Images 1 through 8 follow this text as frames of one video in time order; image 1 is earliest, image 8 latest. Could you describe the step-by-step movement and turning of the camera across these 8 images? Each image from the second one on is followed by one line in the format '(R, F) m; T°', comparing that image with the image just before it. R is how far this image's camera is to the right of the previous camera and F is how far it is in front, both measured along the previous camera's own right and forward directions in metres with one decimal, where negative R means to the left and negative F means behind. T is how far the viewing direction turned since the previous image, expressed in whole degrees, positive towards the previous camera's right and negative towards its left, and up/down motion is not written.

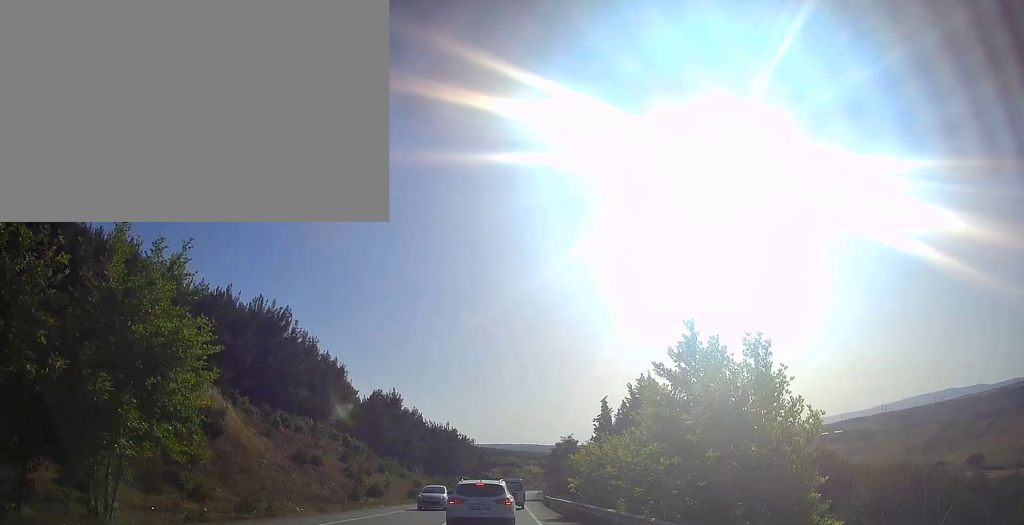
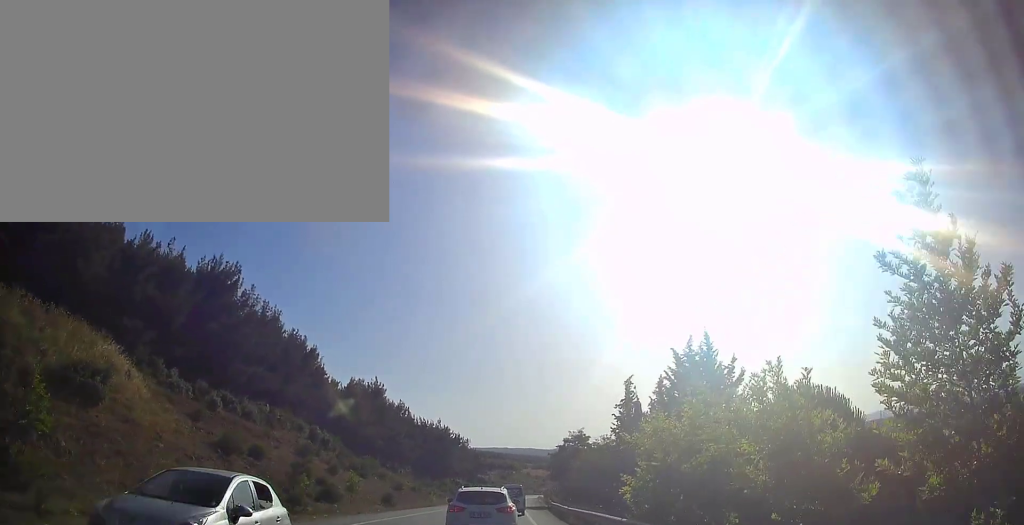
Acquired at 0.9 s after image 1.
(0.0, +14.1) m; 0°
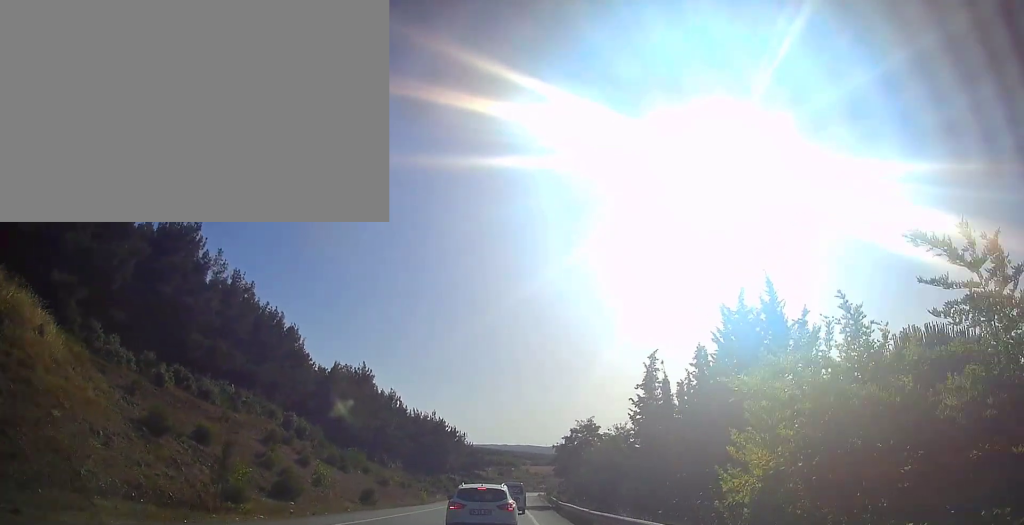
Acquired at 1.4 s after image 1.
(+0.1, +9.1) m; 0°
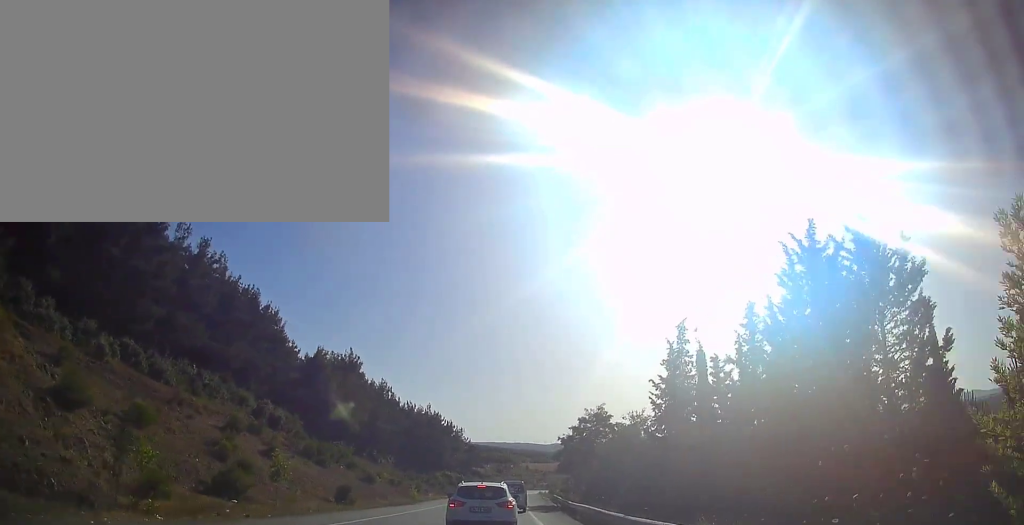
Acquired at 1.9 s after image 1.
(0.0, +7.4) m; 0°
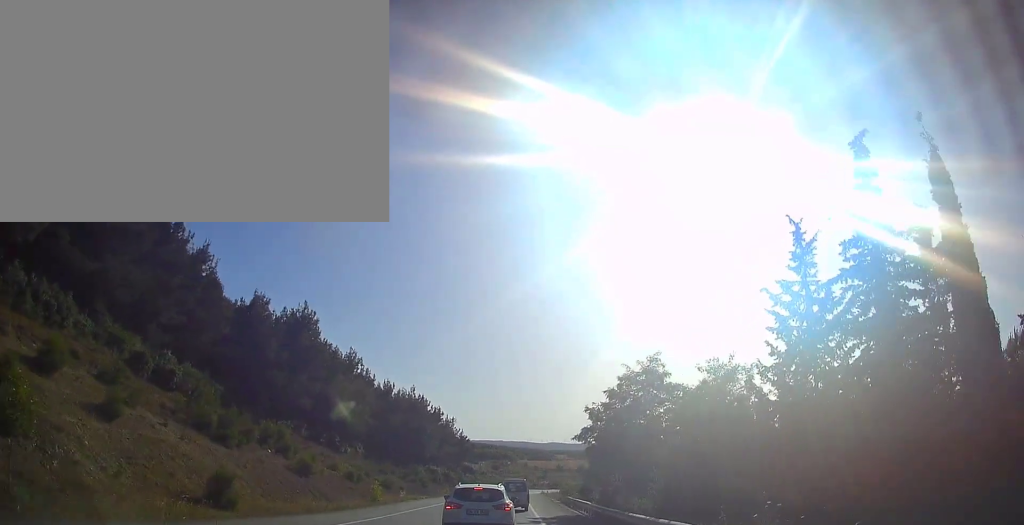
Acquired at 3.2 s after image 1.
(+0.1, +19.9) m; +1°
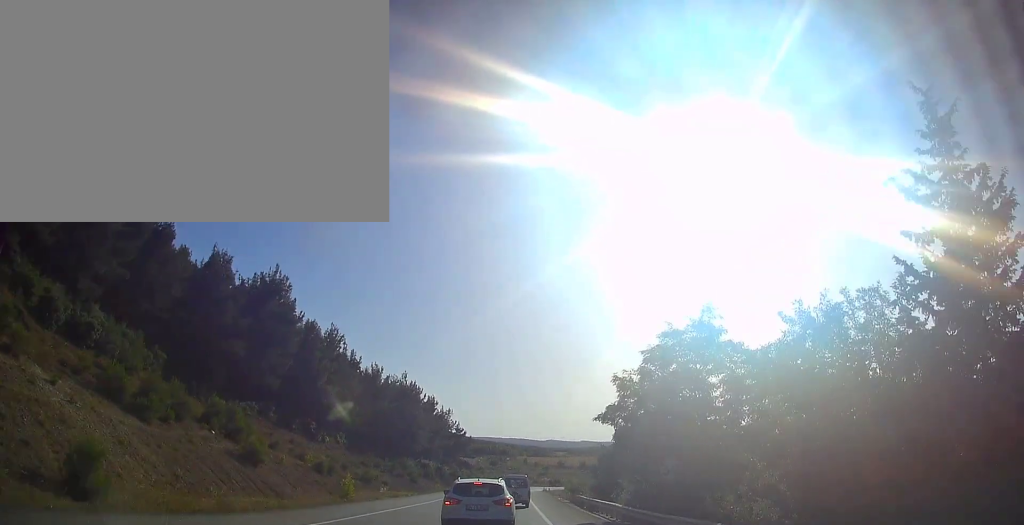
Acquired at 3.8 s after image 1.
(+0.1, +9.2) m; 0°
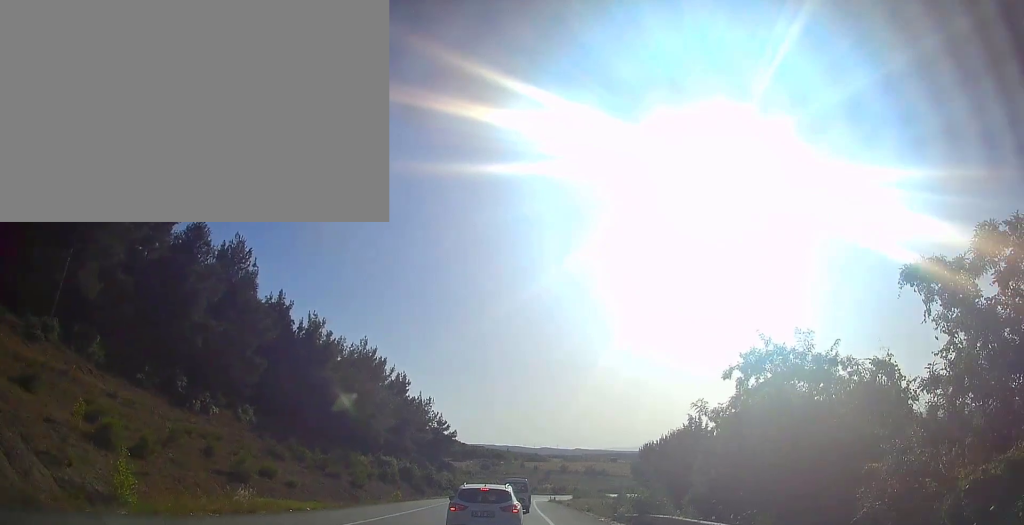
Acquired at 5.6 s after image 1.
(-0.1, +26.9) m; 0°
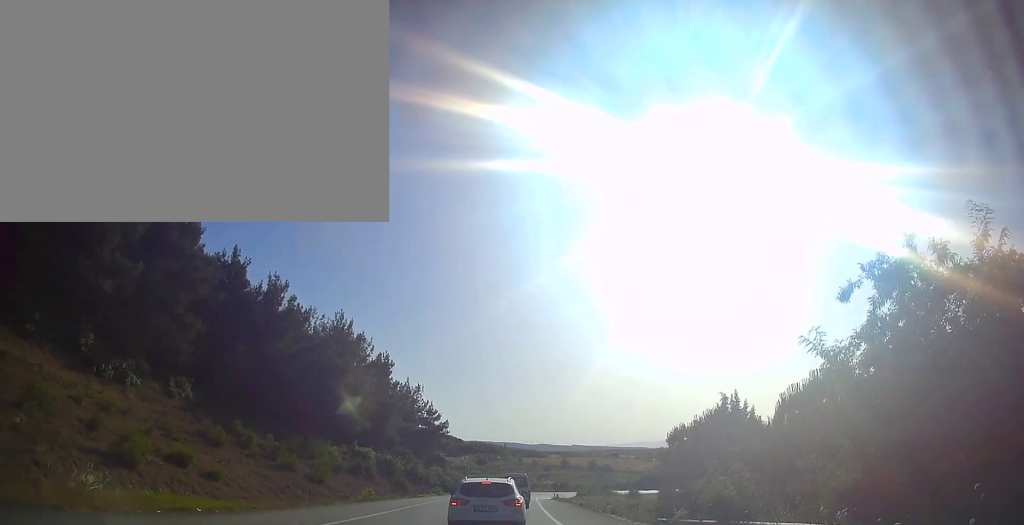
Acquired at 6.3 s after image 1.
(0.0, +9.9) m; +1°
